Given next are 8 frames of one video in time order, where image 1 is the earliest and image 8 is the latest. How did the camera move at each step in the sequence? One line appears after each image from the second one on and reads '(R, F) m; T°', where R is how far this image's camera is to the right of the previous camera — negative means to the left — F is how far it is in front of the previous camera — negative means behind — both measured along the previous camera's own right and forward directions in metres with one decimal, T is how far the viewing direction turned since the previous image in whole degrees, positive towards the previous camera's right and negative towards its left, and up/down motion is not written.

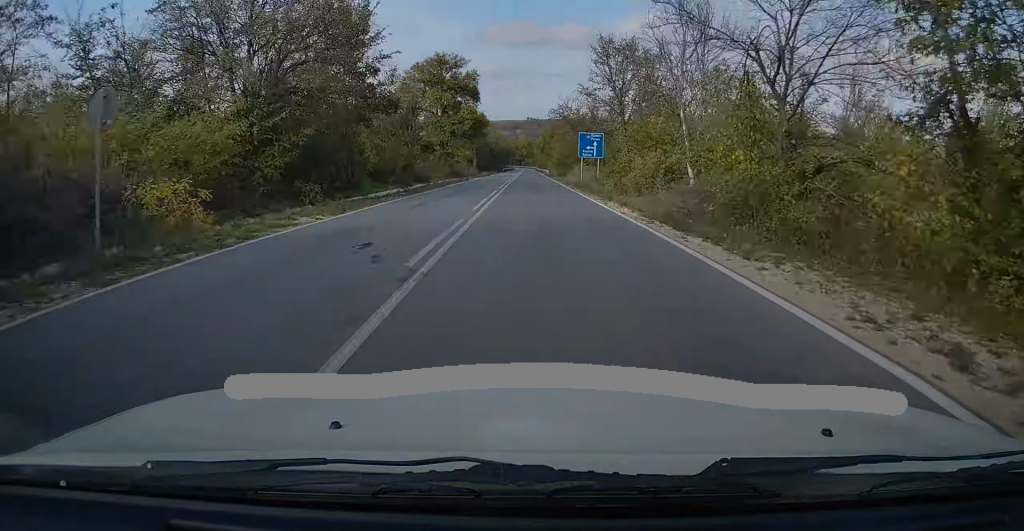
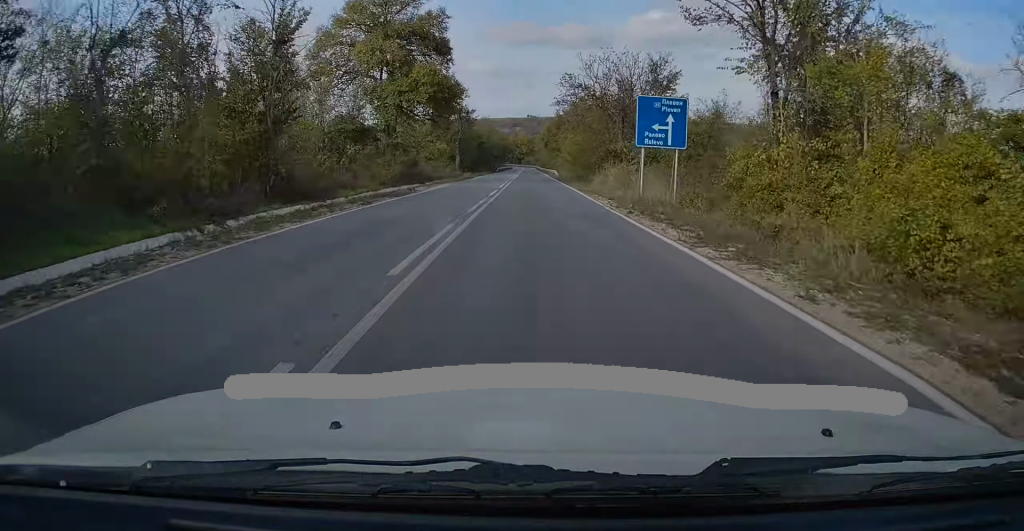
(-0.1, +27.6) m; 0°
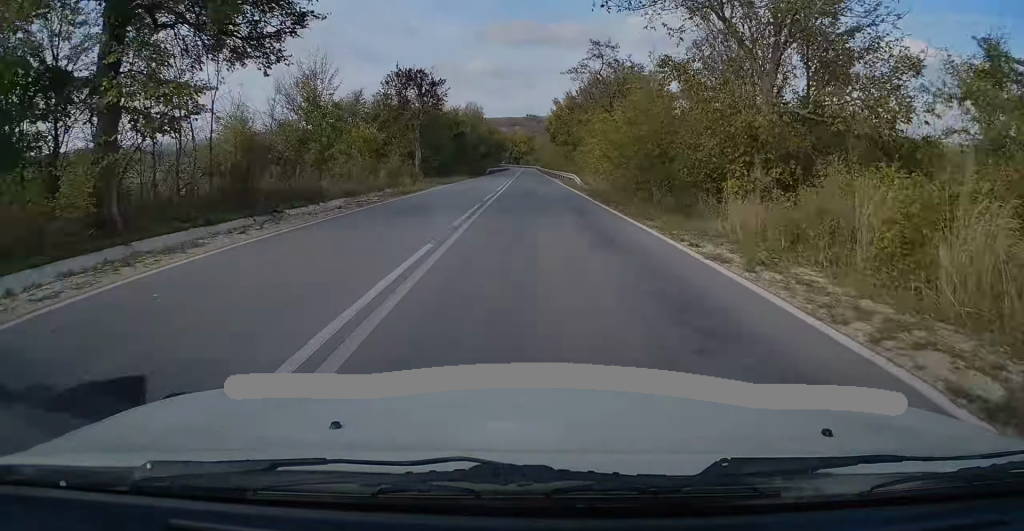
(0.0, +30.0) m; 0°
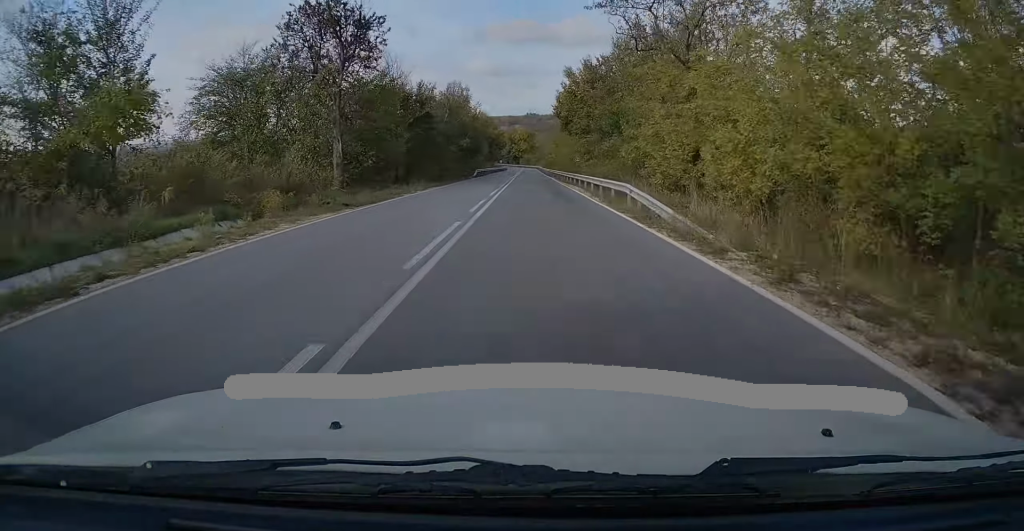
(-0.2, +23.0) m; 0°
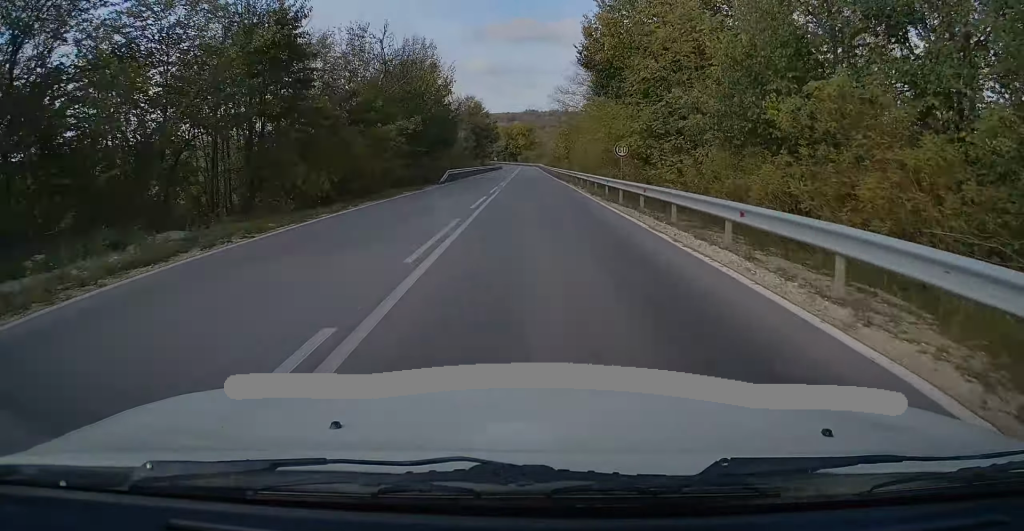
(+0.2, +26.5) m; +1°
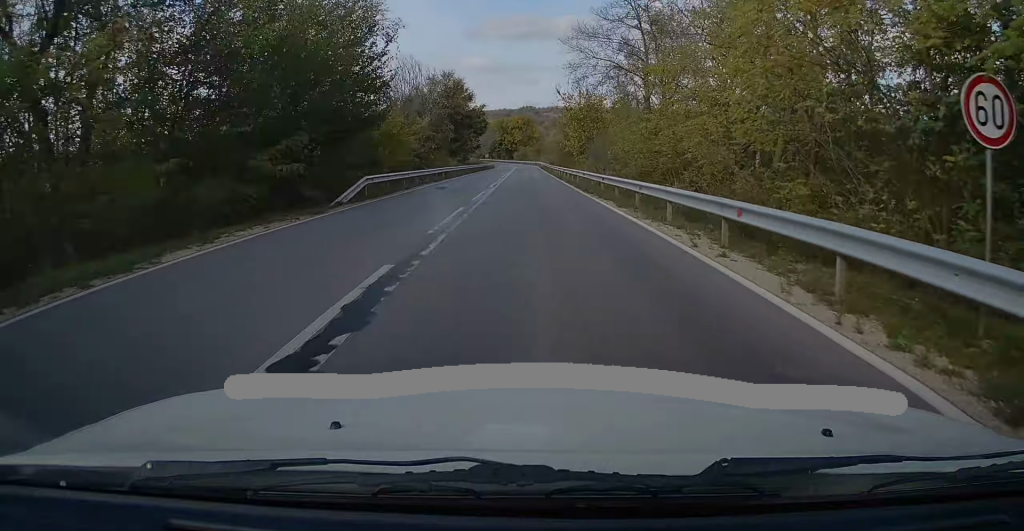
(0.0, +24.8) m; 0°
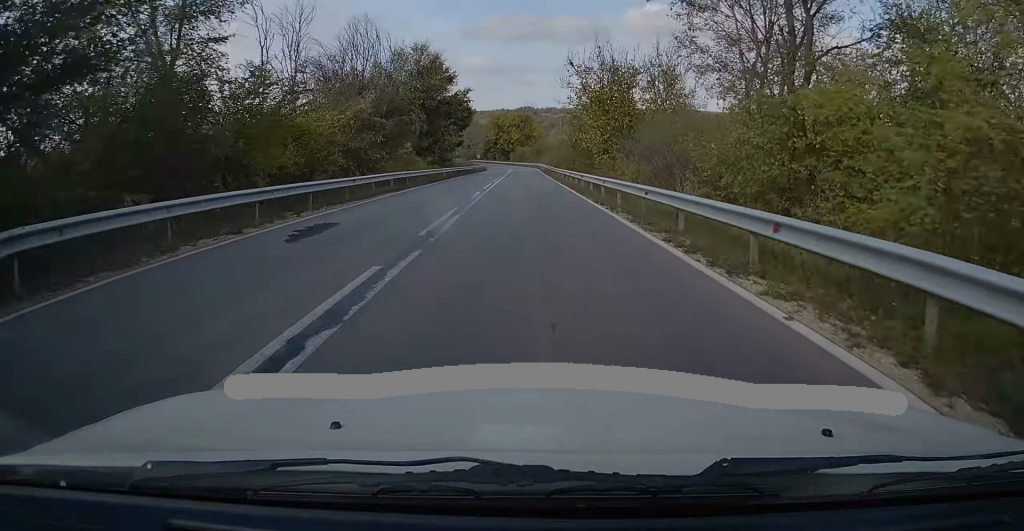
(0.0, +18.4) m; 0°
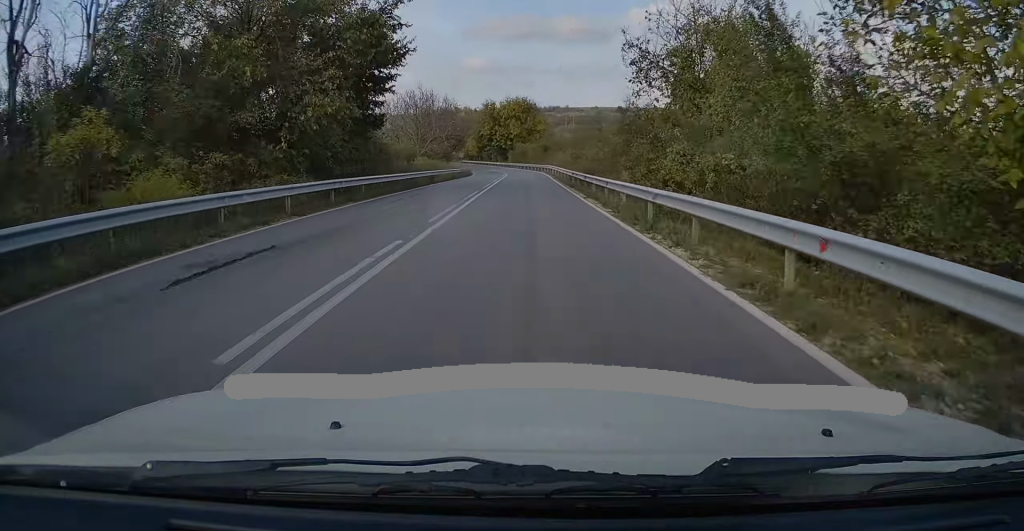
(+0.2, +34.5) m; 0°
